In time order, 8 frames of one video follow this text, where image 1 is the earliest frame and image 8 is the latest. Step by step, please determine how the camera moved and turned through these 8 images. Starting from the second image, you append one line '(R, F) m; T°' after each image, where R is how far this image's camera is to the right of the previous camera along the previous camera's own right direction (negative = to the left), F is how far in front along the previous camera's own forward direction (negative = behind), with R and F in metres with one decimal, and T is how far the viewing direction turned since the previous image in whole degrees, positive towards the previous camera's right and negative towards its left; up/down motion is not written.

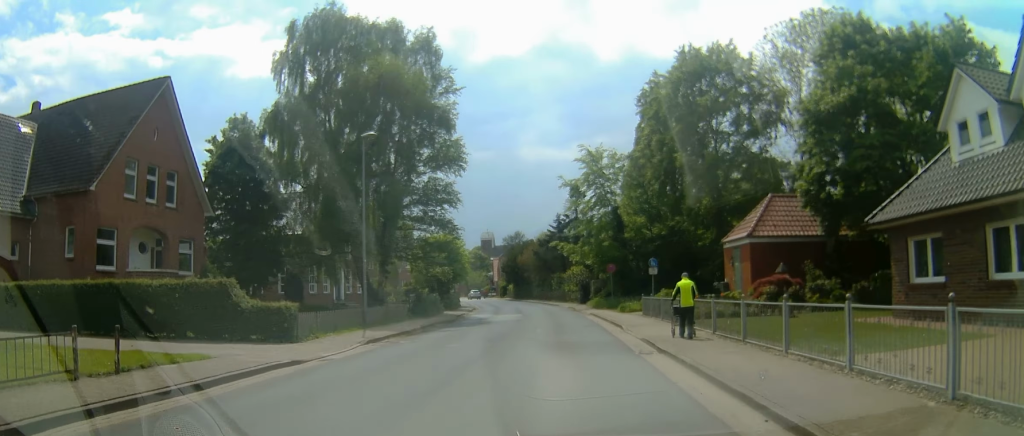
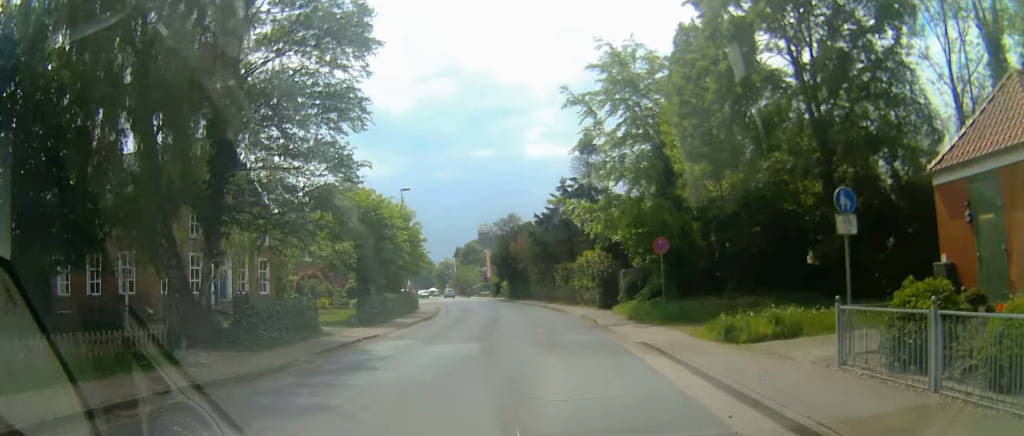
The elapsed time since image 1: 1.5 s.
(-0.4, +22.6) m; 0°
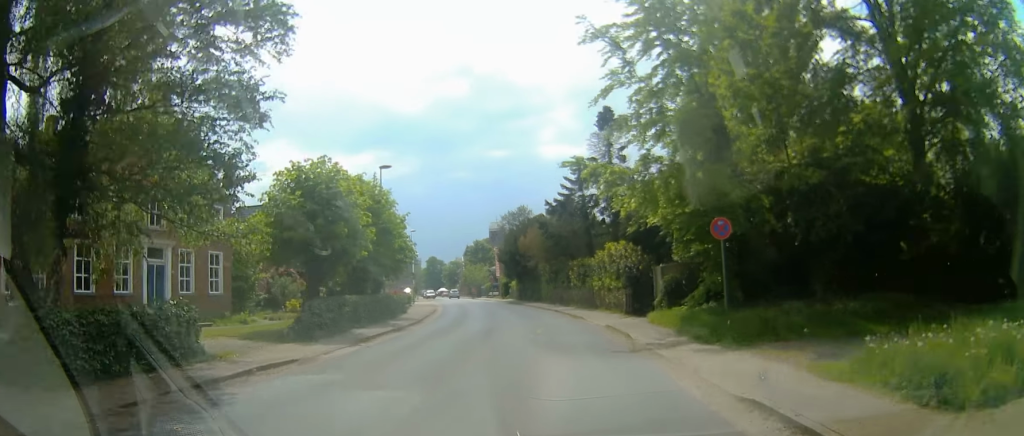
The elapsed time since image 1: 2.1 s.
(+0.4, +8.3) m; 0°
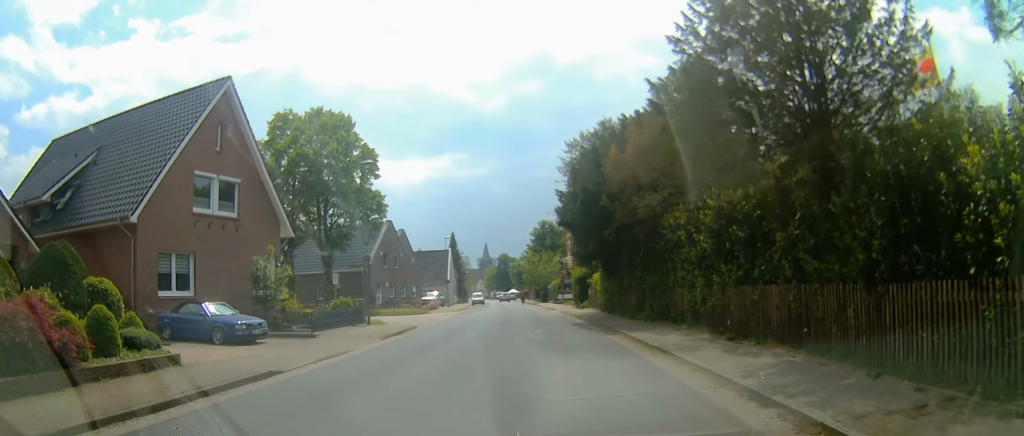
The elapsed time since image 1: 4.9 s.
(-1.6, +40.8) m; -5°
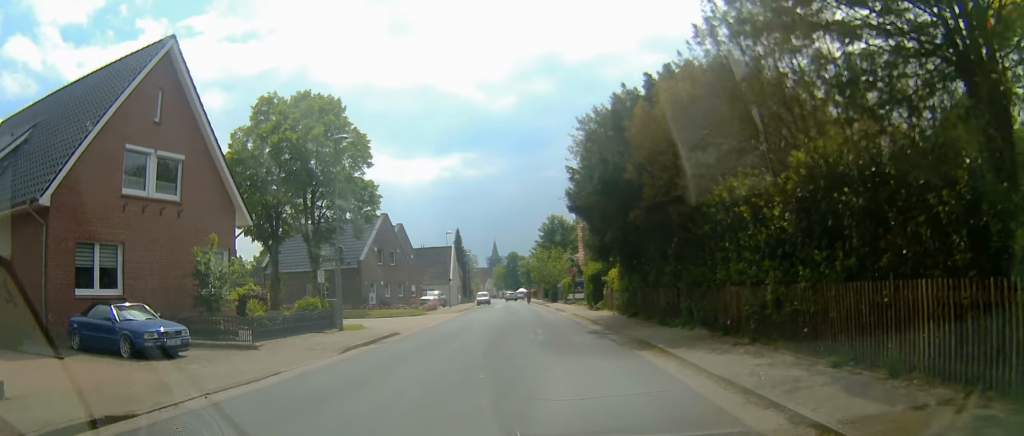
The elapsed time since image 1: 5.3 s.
(+0.2, +5.6) m; -1°
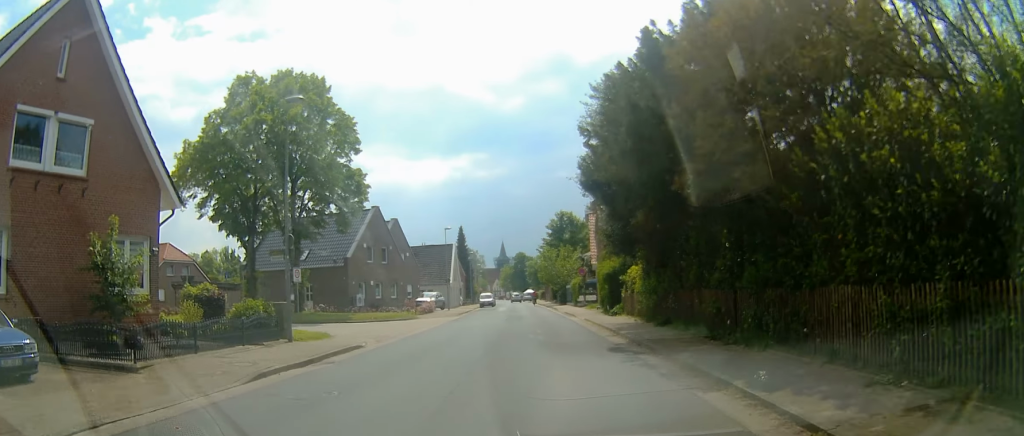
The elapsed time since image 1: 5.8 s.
(-0.2, +6.0) m; -1°
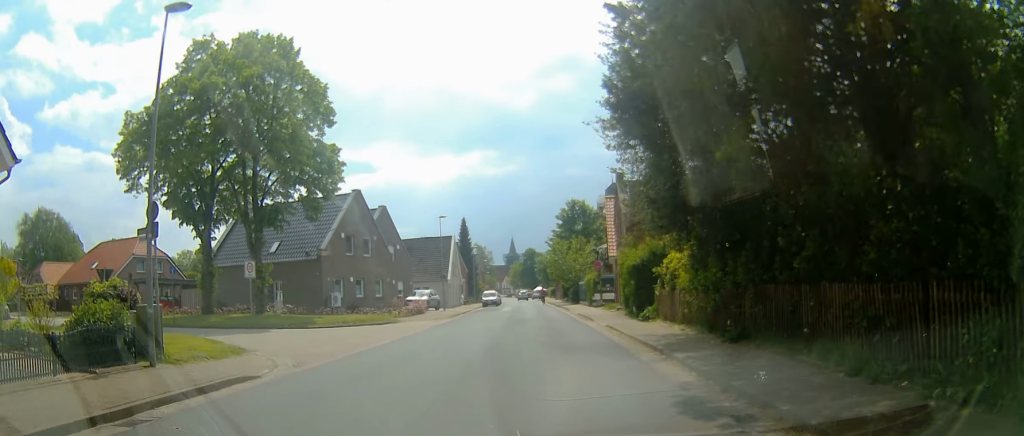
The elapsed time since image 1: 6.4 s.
(-0.3, +8.1) m; -2°
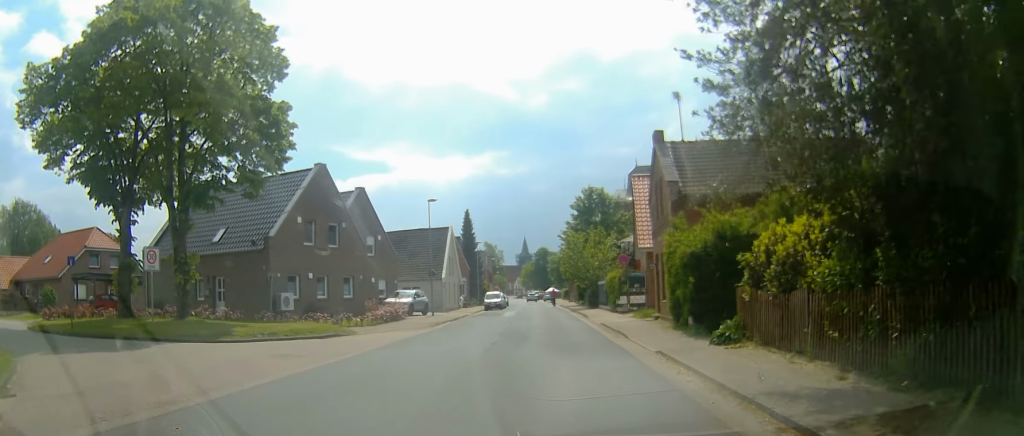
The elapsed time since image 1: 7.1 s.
(-0.1, +10.0) m; +1°
